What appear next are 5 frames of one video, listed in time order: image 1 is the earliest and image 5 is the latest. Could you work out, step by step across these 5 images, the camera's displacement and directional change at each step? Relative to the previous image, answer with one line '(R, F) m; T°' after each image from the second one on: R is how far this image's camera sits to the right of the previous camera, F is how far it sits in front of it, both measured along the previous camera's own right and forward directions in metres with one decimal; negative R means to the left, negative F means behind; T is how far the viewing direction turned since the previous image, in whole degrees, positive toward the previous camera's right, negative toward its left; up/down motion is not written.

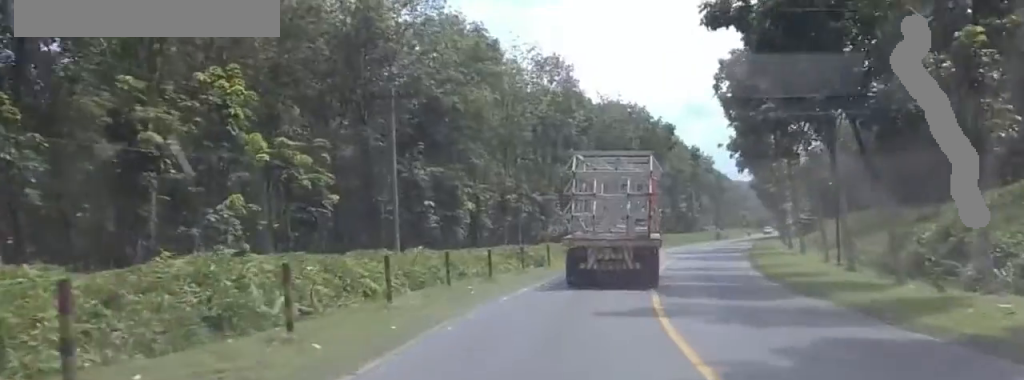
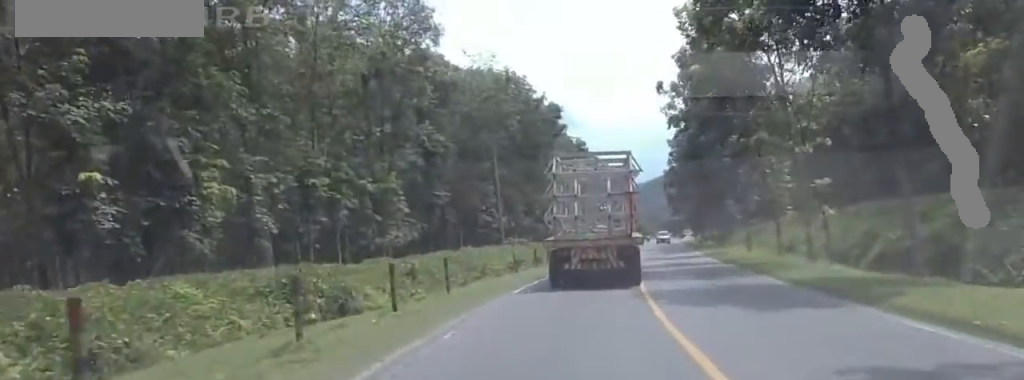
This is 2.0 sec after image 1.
(+0.1, +28.8) m; -5°
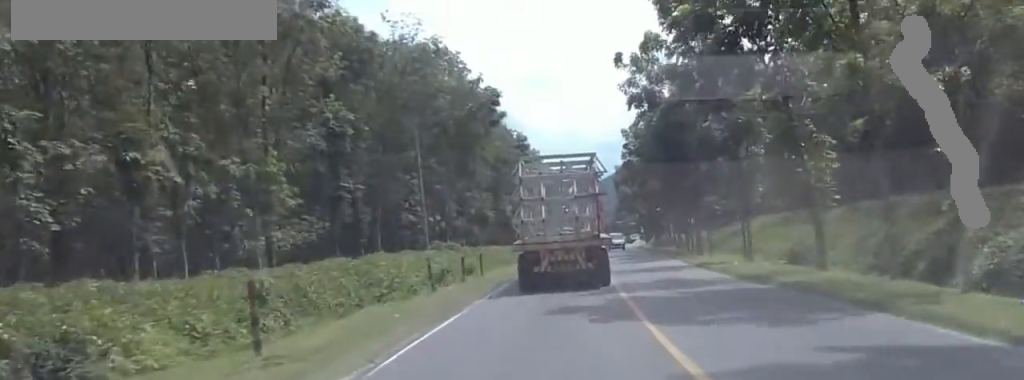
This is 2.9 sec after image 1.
(-0.2, +13.1) m; -1°
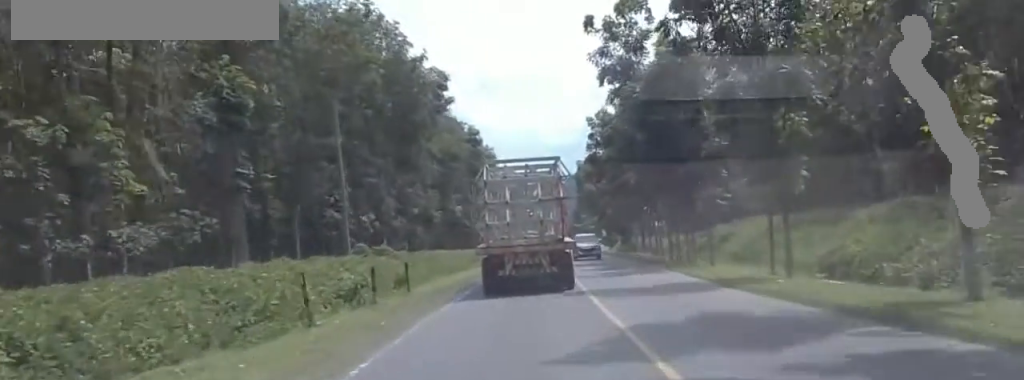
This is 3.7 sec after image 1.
(0.0, +11.5) m; 0°
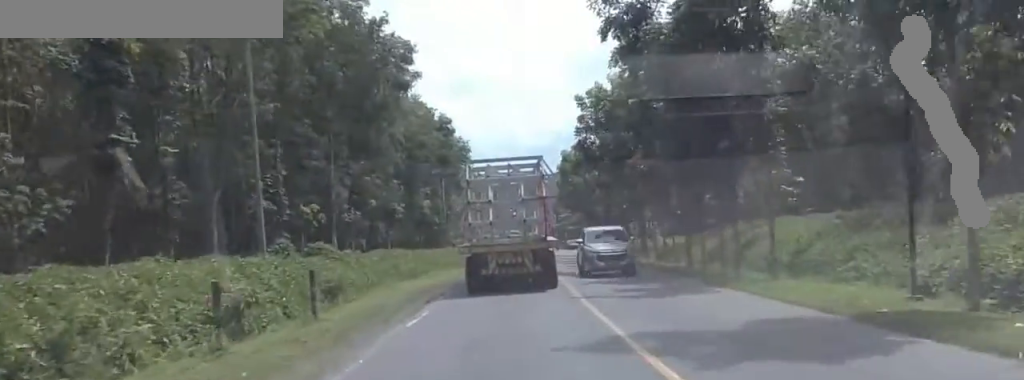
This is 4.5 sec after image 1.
(0.0, +11.6) m; 0°
